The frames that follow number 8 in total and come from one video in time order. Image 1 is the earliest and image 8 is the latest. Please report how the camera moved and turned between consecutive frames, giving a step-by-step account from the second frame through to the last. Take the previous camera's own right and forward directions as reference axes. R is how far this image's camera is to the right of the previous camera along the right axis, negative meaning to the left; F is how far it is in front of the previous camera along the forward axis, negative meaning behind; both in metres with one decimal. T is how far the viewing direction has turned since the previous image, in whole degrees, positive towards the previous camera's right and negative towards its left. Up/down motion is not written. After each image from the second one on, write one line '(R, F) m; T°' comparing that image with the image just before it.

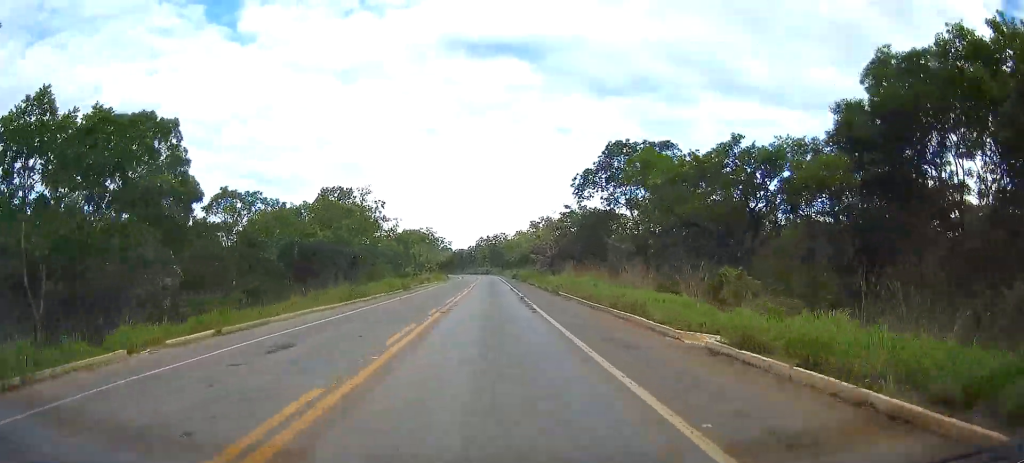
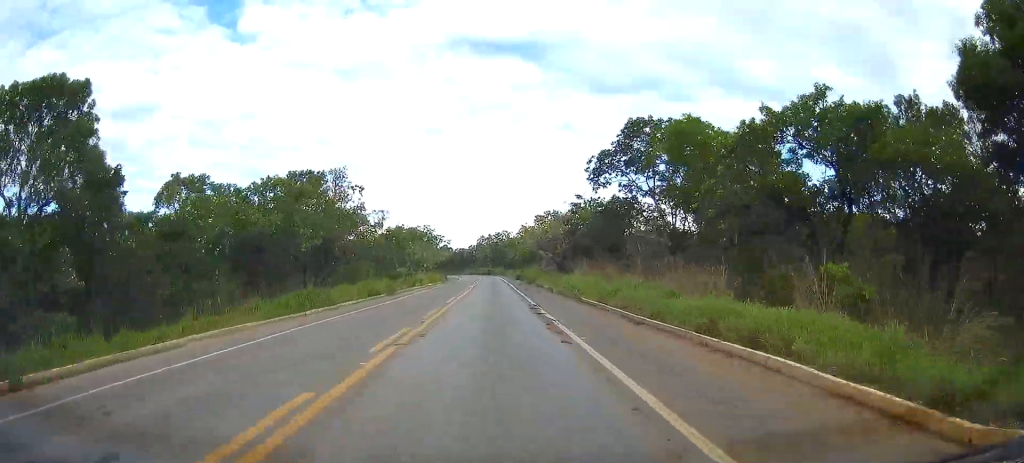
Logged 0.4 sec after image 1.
(+0.1, +9.4) m; +1°
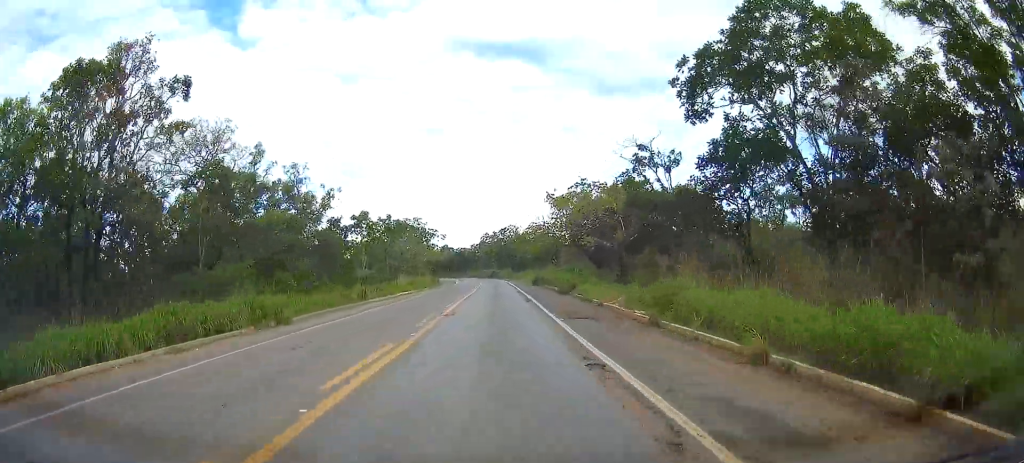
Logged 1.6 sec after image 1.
(+0.2, +27.4) m; 0°
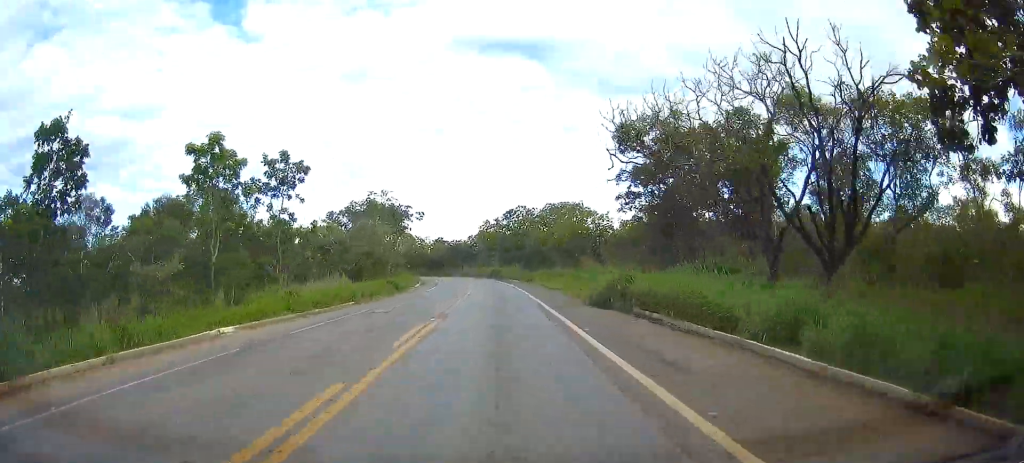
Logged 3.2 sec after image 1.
(-0.5, +37.9) m; -1°
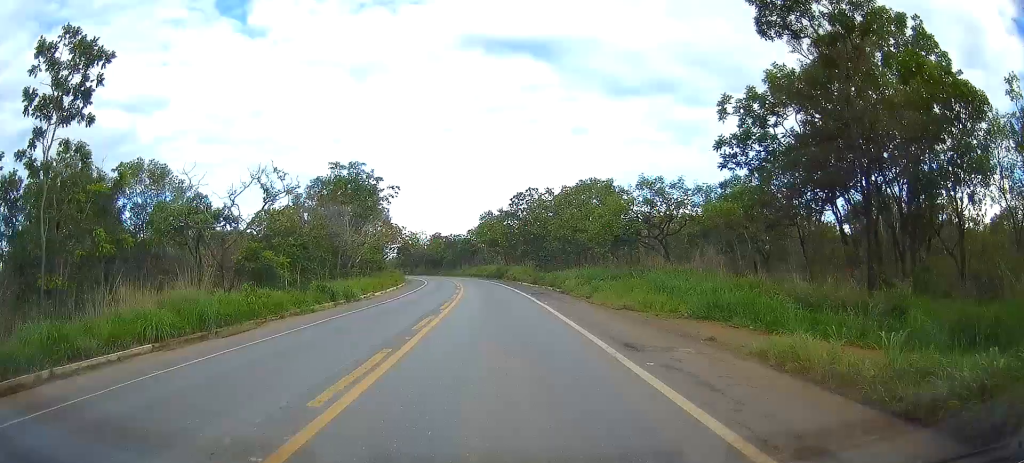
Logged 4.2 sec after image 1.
(0.0, +22.1) m; 0°
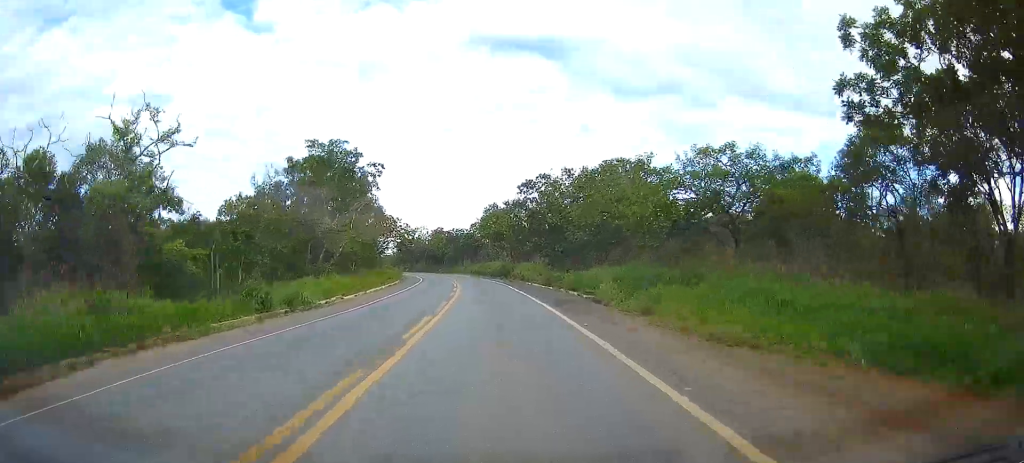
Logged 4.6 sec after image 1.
(+0.3, +10.5) m; 0°
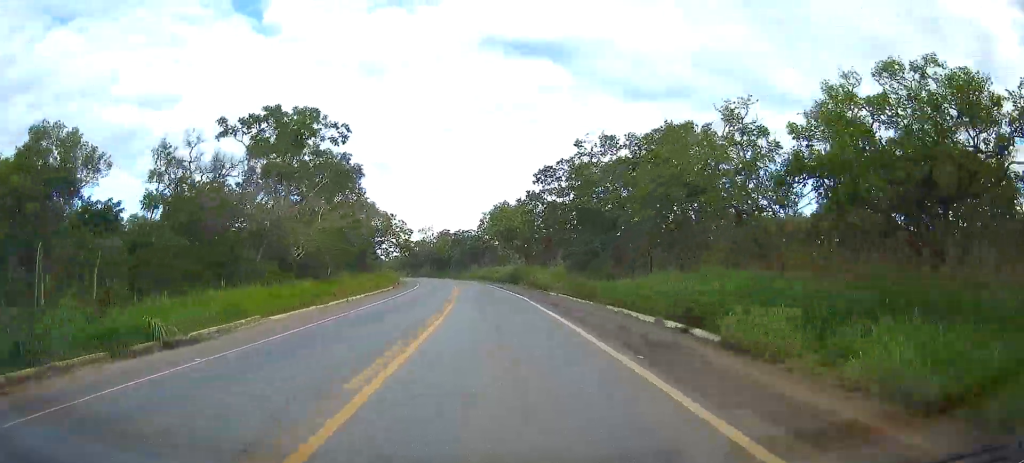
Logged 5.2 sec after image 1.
(-0.3, +13.2) m; -1°
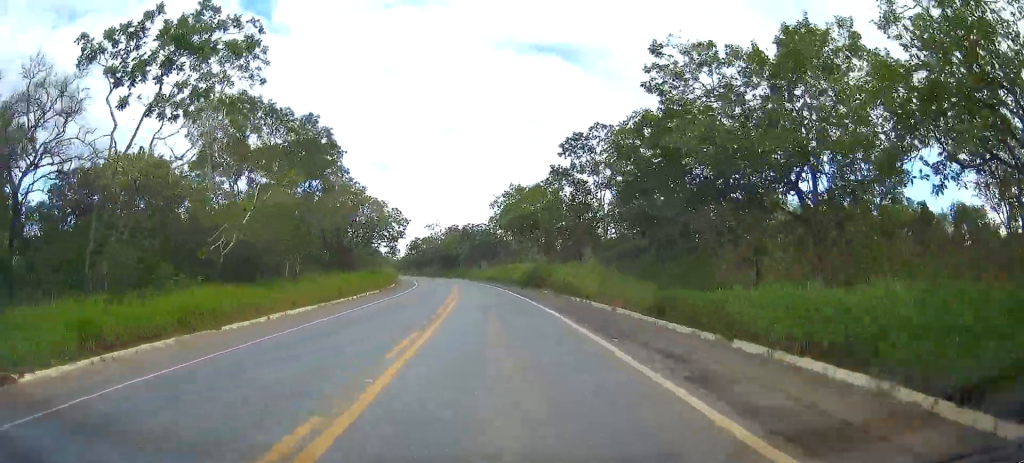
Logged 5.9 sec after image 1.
(-0.1, +13.9) m; -1°
